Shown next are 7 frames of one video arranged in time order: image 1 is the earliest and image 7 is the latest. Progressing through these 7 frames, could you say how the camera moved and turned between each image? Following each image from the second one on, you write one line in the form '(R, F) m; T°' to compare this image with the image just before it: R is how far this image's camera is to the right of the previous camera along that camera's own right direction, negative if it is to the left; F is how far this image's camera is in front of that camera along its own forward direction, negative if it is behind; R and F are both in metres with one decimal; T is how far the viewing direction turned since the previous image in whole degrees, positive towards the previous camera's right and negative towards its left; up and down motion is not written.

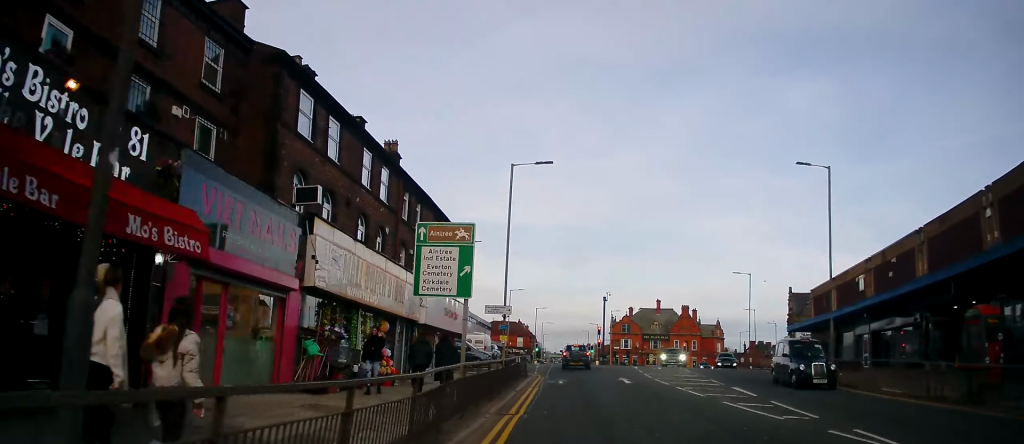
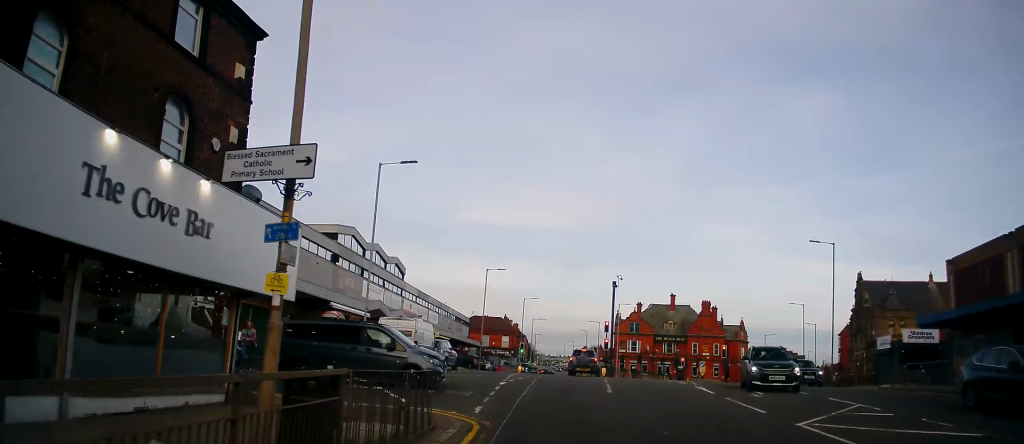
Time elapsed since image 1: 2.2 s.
(+0.3, +21.3) m; +2°
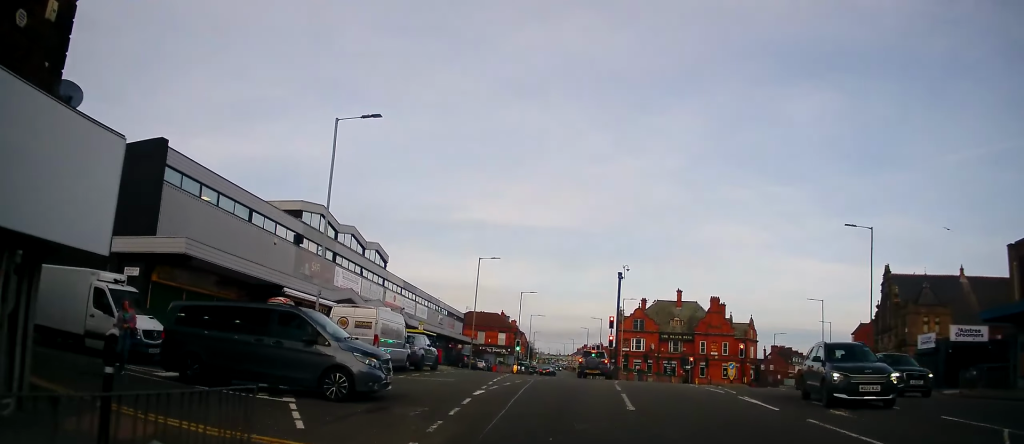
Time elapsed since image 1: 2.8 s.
(0.0, +5.9) m; 0°
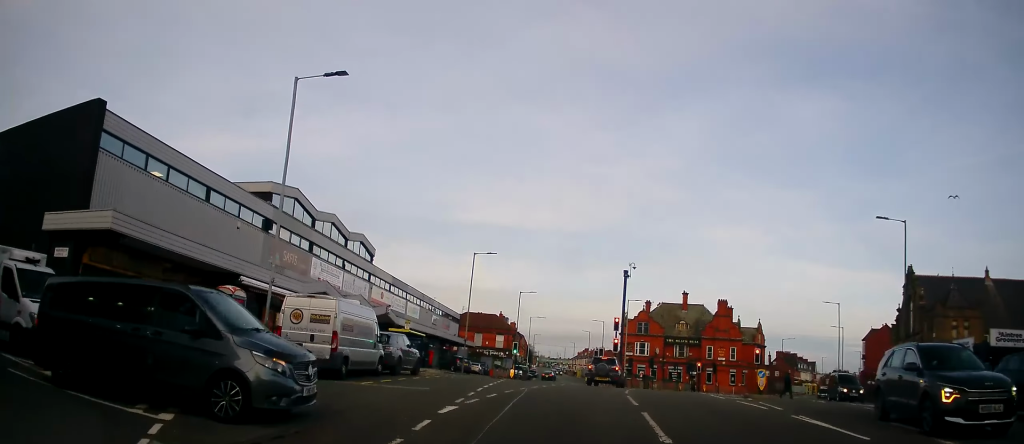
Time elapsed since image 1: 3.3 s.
(0.0, +4.2) m; 0°
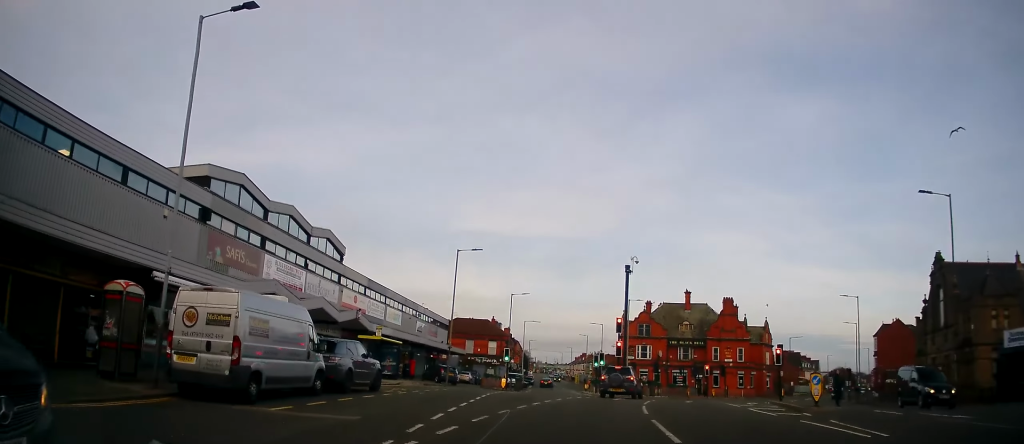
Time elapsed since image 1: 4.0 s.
(0.0, +5.7) m; -1°
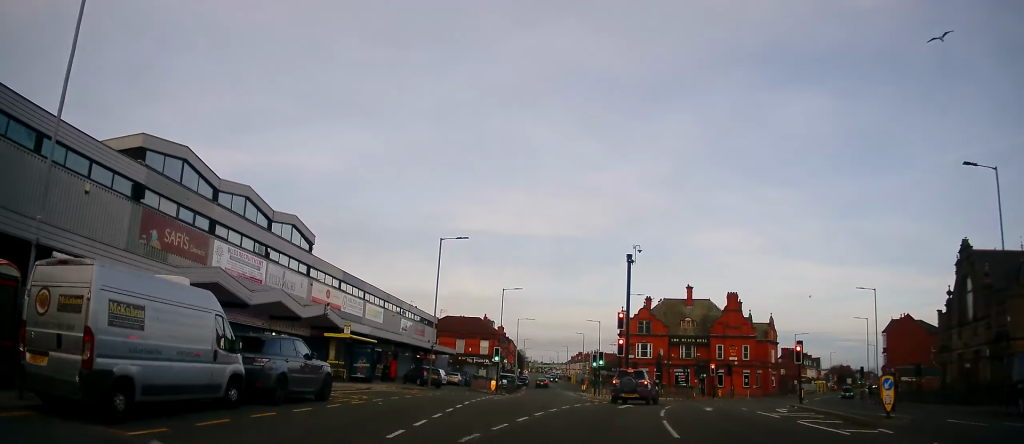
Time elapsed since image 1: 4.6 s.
(+0.1, +5.0) m; -1°
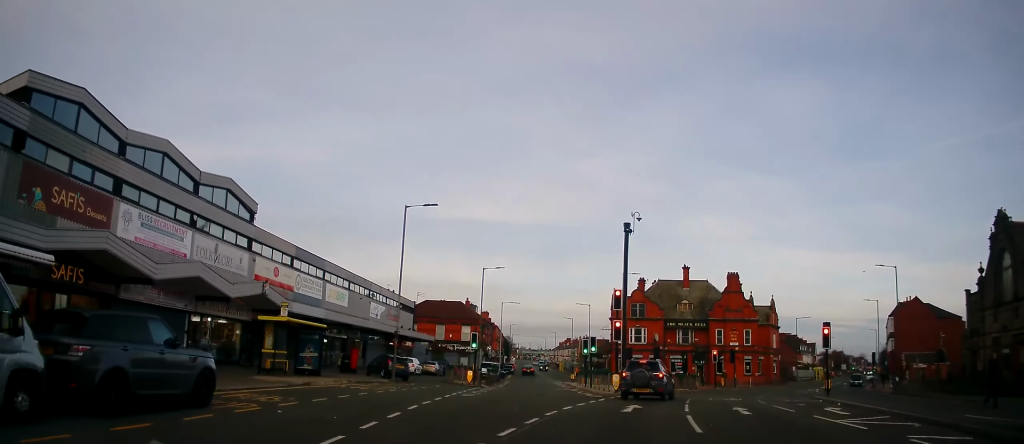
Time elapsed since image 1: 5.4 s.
(-0.2, +6.4) m; 0°
